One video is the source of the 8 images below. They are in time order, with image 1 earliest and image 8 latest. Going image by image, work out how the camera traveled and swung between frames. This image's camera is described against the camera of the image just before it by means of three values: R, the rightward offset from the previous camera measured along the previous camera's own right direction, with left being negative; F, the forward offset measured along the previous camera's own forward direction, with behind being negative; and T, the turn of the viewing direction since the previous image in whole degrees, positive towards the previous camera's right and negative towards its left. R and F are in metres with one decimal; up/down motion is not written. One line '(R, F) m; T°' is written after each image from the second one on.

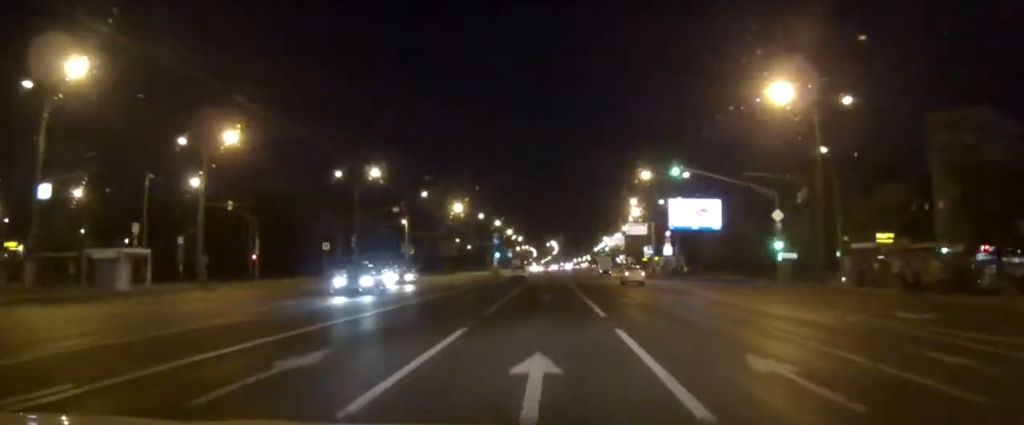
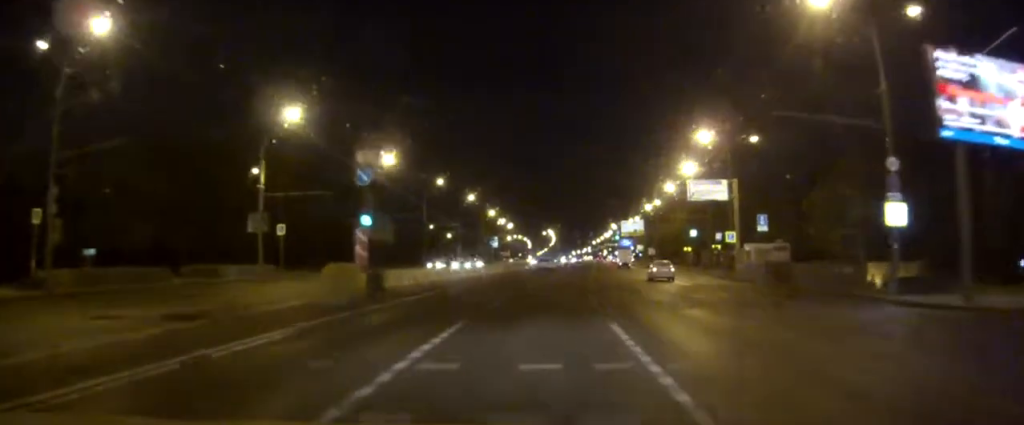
(0.0, +62.3) m; 0°
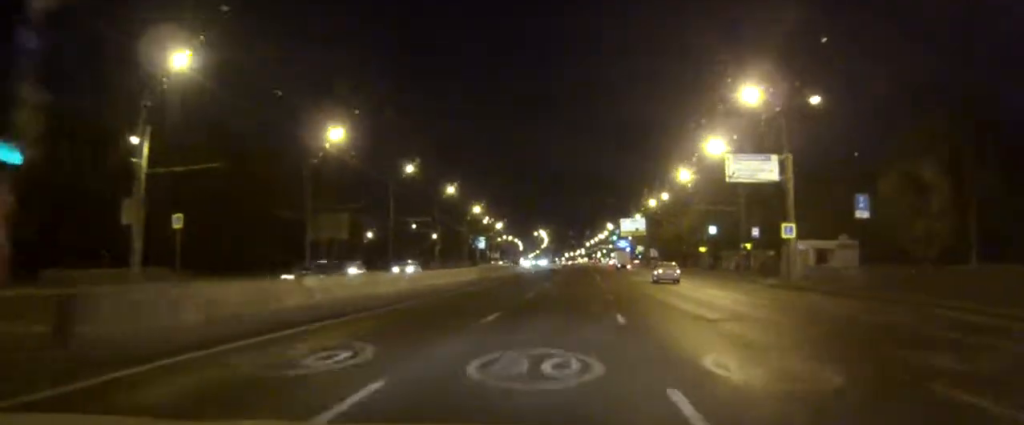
(+0.1, +19.3) m; +1°
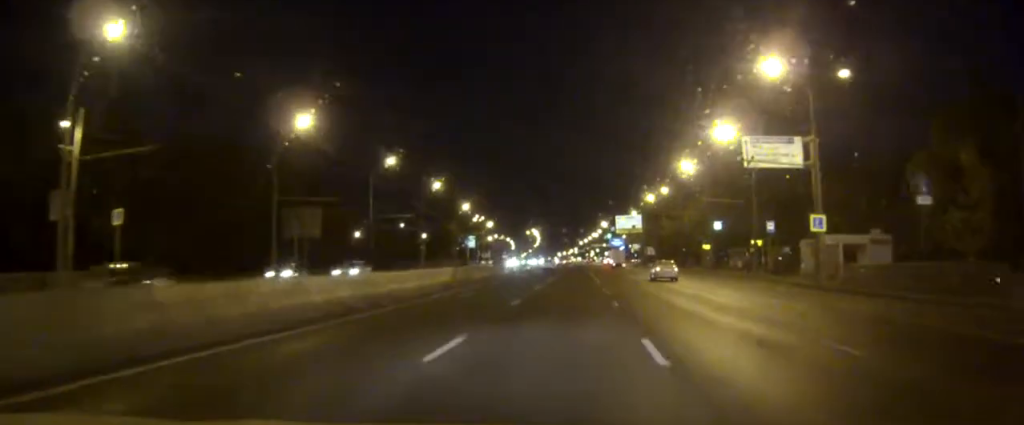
(0.0, +7.3) m; 0°
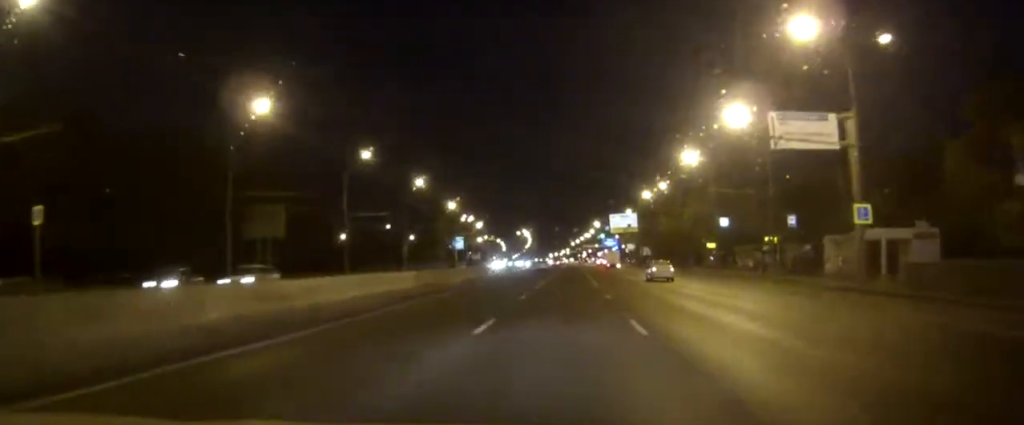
(0.0, +7.9) m; +1°
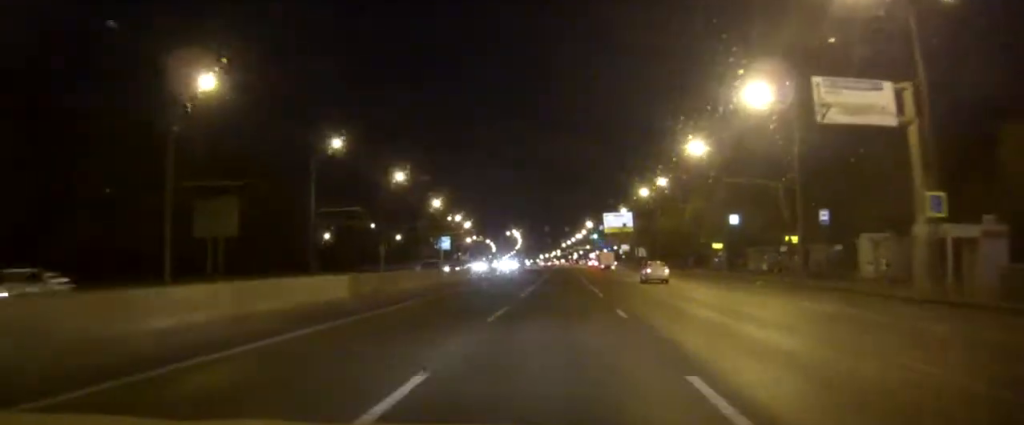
(0.0, +8.5) m; +1°
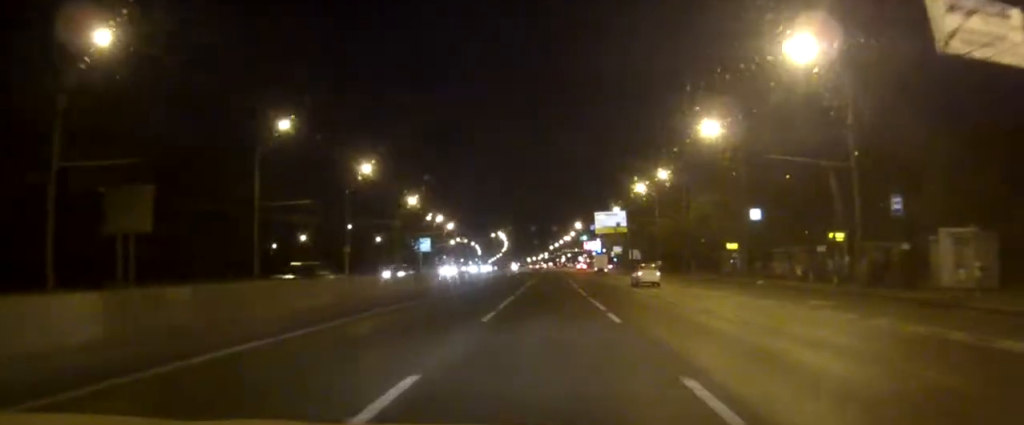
(+0.2, +12.5) m; +1°
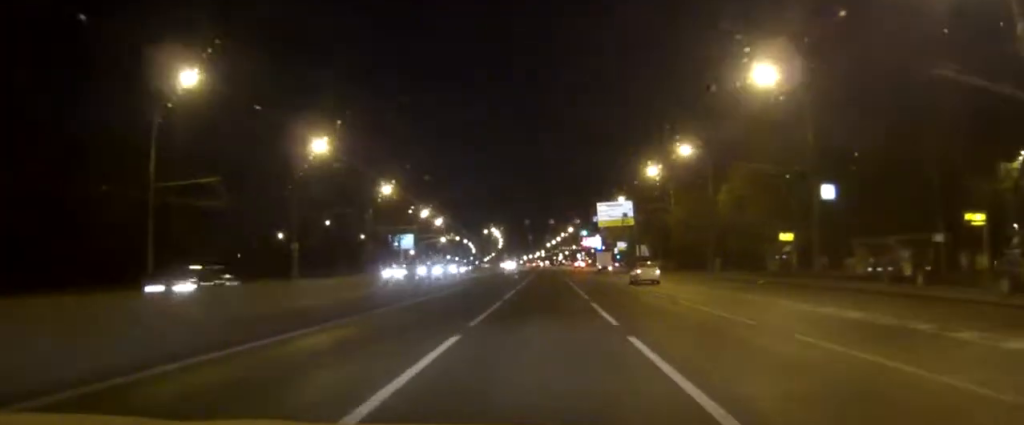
(+0.2, +18.6) m; +1°
